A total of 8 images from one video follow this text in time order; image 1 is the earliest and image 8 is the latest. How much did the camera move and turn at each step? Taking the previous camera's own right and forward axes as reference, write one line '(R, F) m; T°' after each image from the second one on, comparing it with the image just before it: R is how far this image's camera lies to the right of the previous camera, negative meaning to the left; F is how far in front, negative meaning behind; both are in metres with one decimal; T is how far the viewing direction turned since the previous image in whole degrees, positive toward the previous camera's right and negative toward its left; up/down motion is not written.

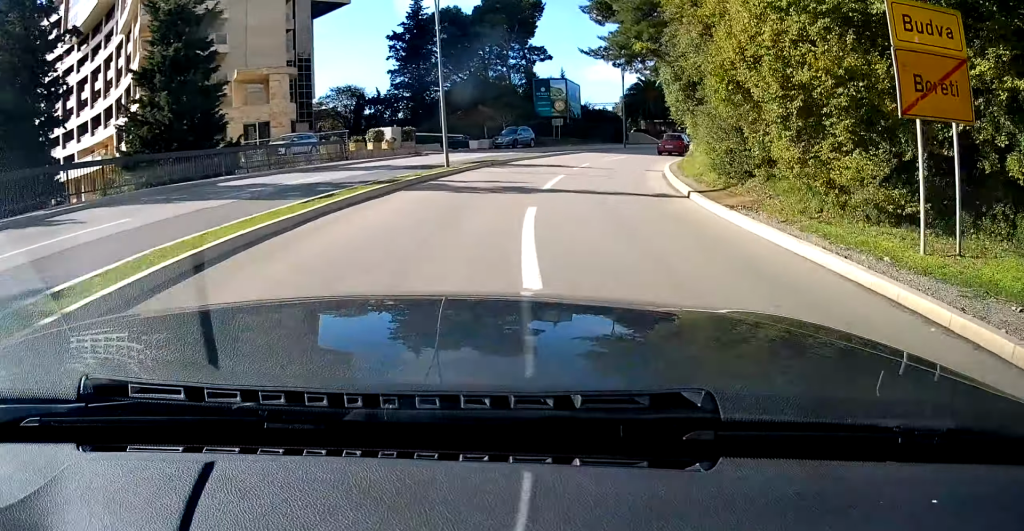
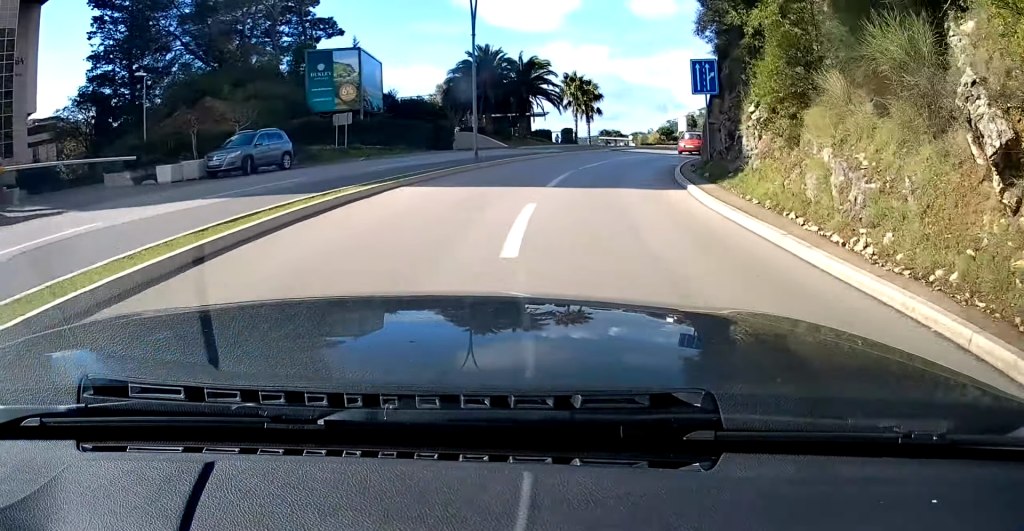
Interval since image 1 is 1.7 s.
(+2.3, +21.5) m; +12°
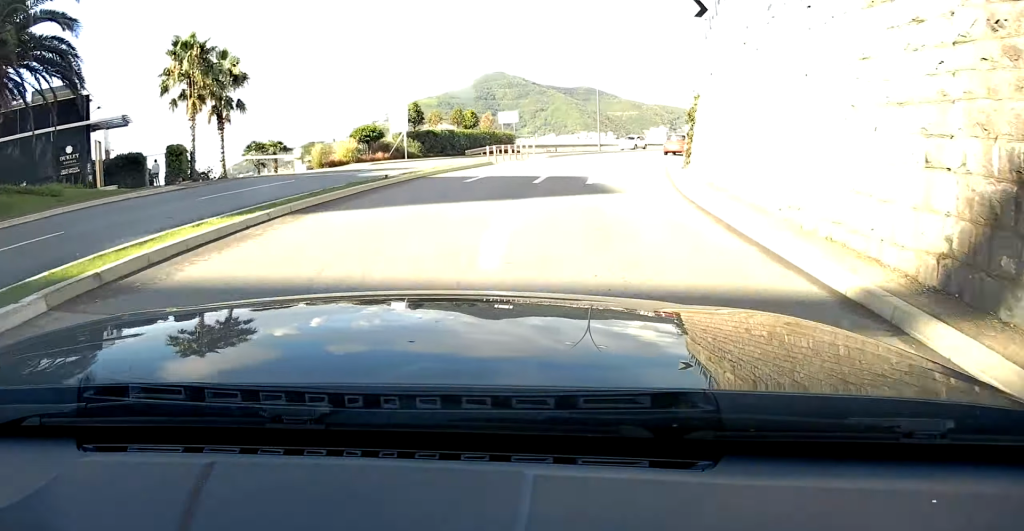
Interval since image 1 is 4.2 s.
(+3.6, +25.3) m; +18°
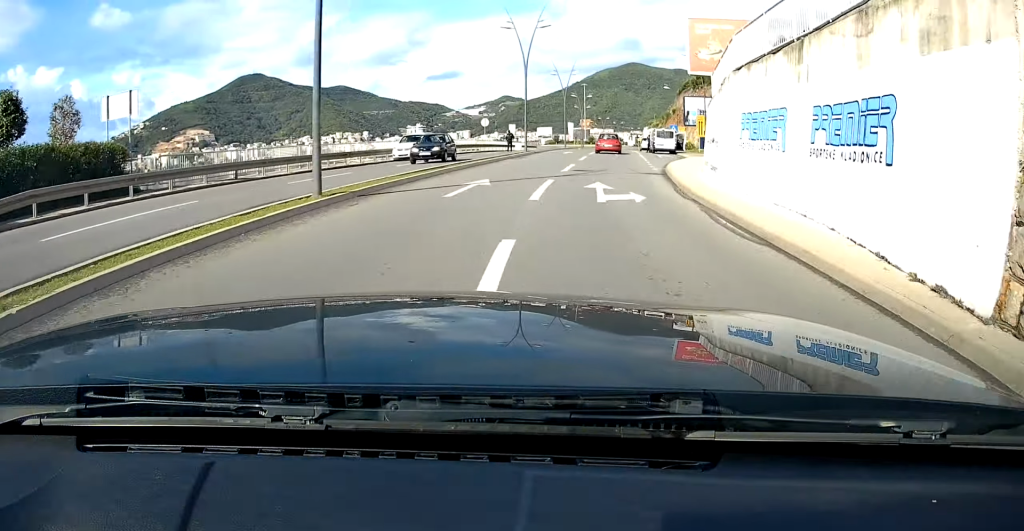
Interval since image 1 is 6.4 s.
(+3.4, +26.1) m; +13°
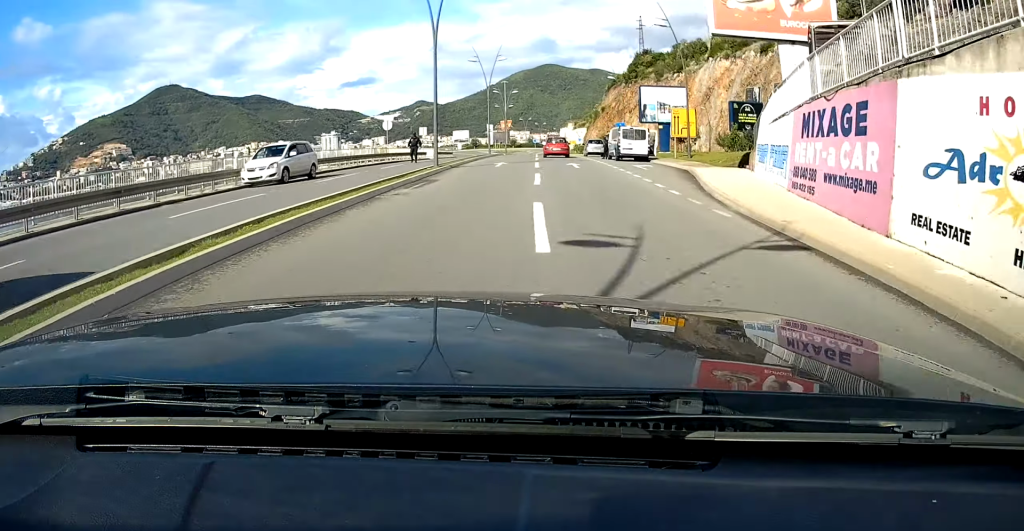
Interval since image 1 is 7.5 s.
(+0.9, +13.6) m; +3°
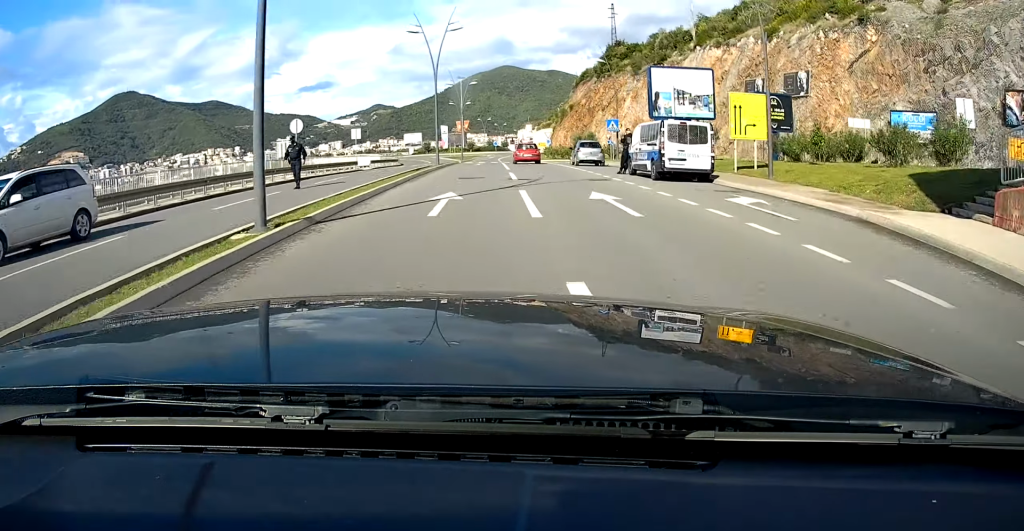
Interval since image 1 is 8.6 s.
(+0.5, +14.0) m; +2°
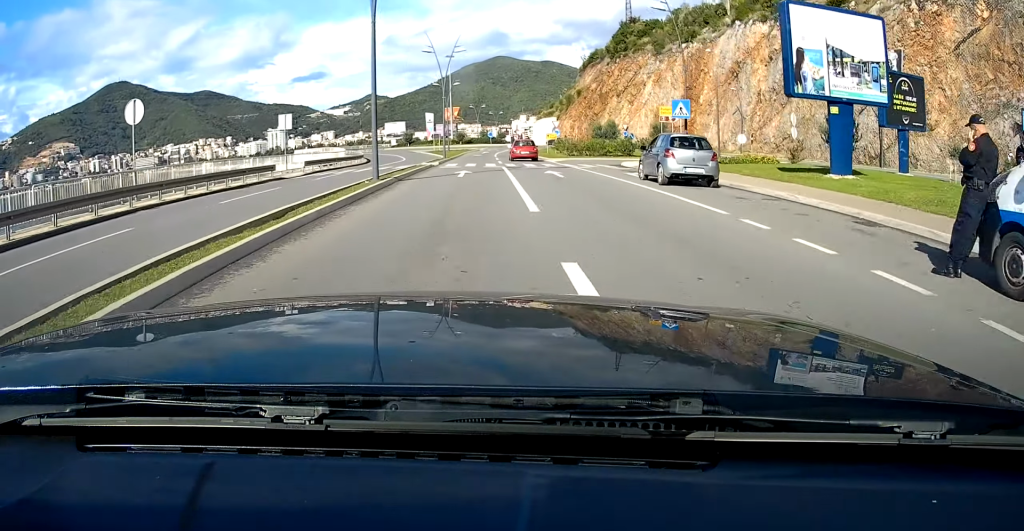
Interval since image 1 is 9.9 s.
(+0.1, +17.8) m; +1°
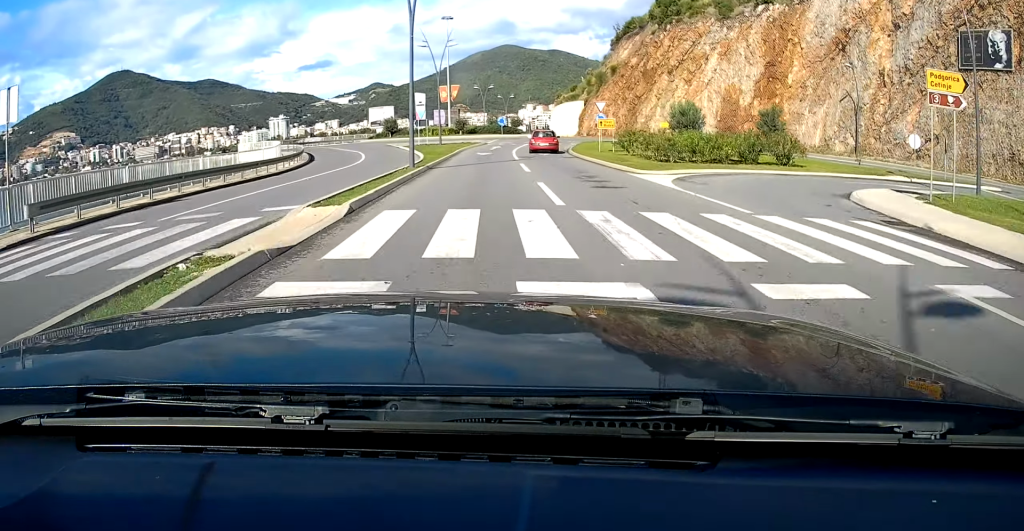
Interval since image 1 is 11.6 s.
(+0.1, +22.8) m; +2°
